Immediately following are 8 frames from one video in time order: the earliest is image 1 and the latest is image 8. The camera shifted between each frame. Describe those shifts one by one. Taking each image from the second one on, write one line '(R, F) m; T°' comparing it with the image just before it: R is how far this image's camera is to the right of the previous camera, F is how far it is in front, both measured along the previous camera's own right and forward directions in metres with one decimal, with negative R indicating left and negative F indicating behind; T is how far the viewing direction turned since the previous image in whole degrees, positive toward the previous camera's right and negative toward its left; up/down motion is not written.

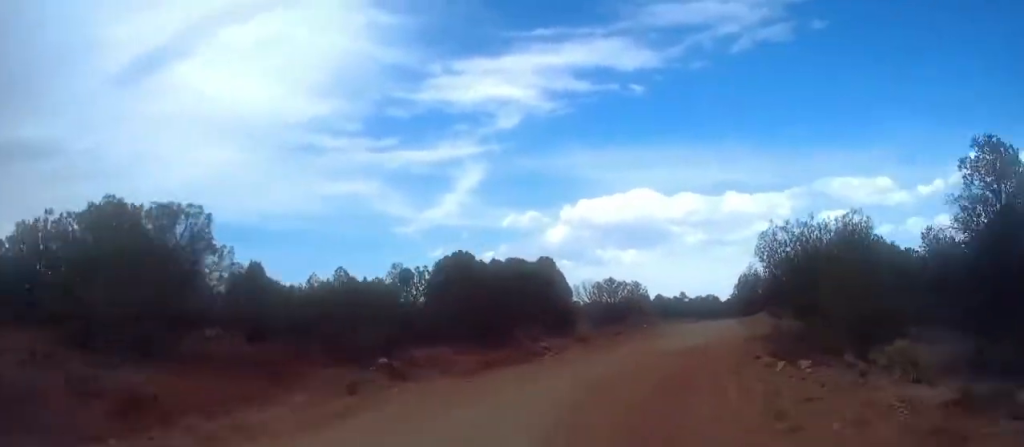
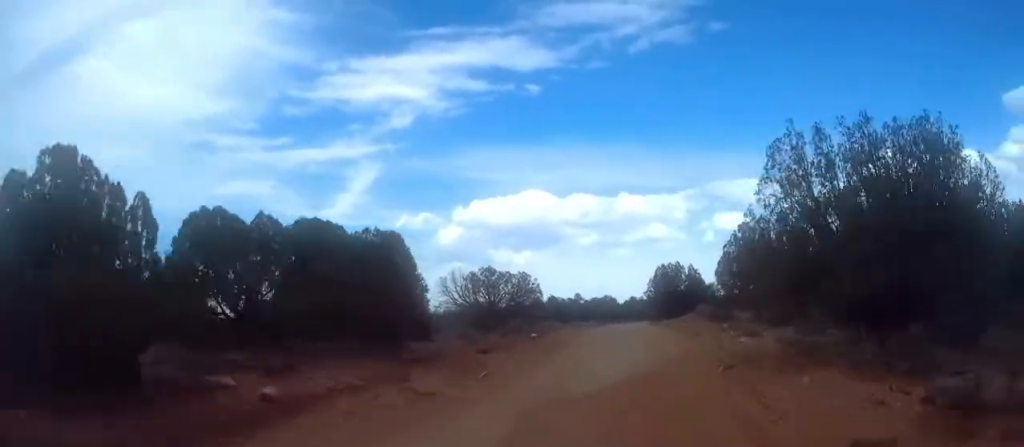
(+0.7, +17.3) m; +8°
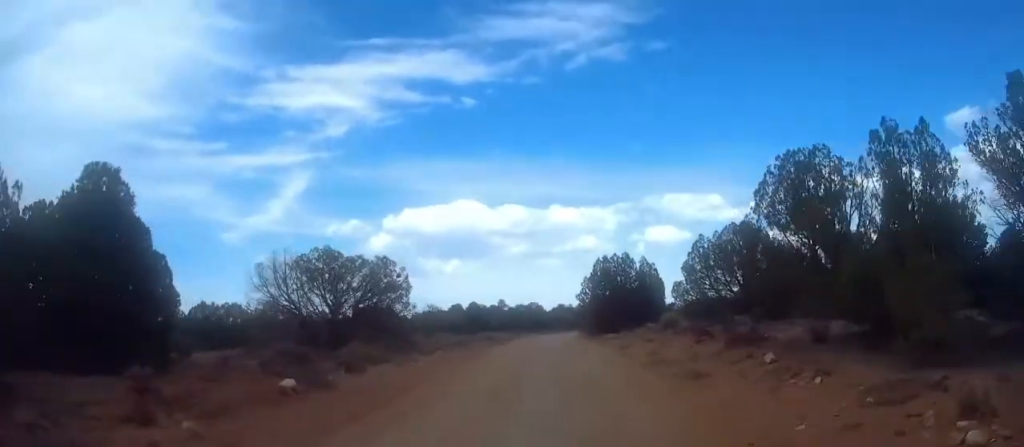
(+2.0, +19.9) m; +6°
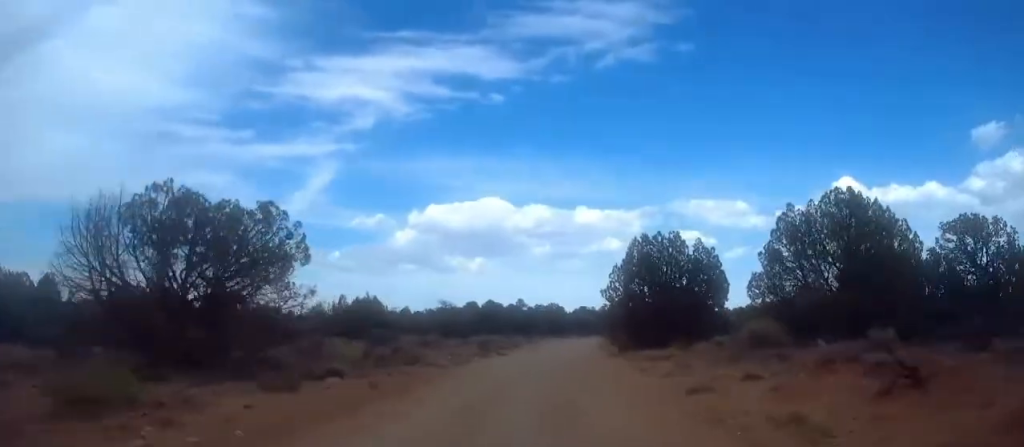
(+0.1, +14.6) m; +1°
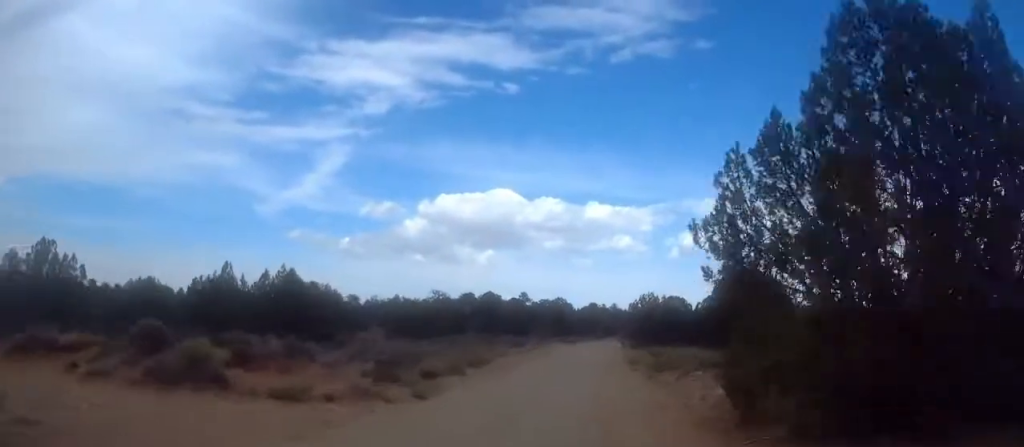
(+0.4, +25.8) m; +2°
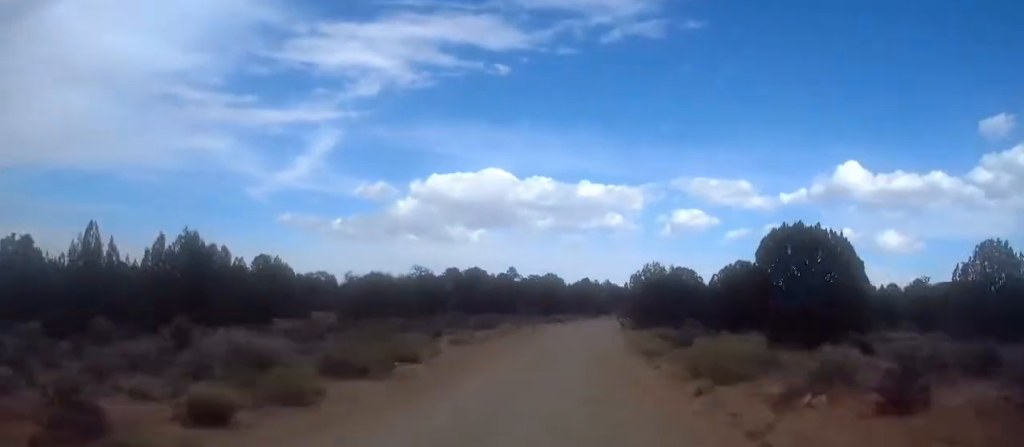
(+0.1, +13.2) m; +1°
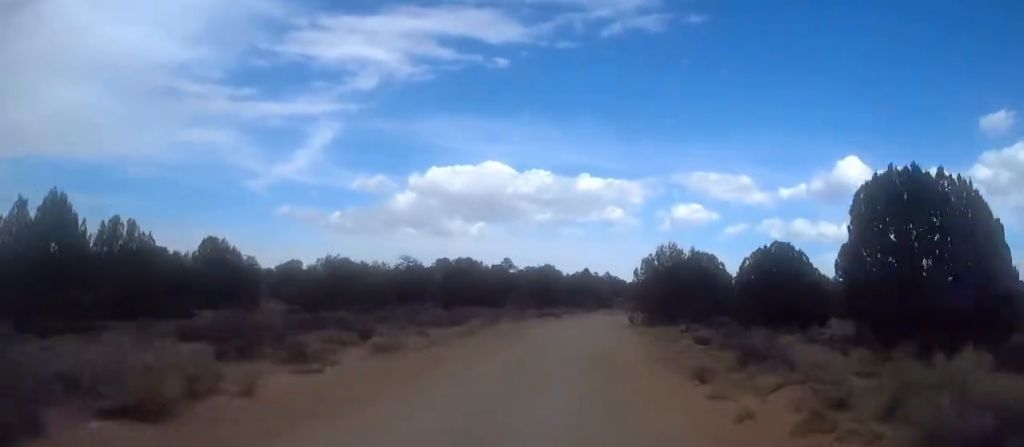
(+0.1, +11.8) m; +1°
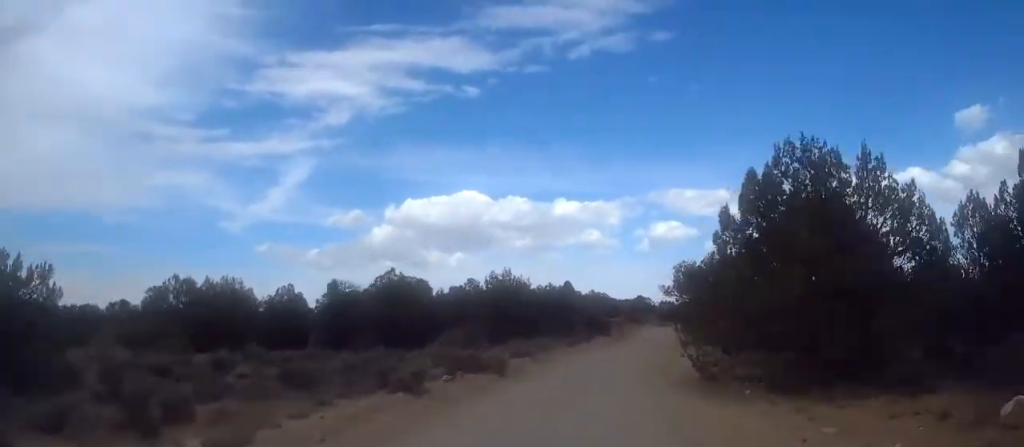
(+0.6, +34.1) m; +3°
